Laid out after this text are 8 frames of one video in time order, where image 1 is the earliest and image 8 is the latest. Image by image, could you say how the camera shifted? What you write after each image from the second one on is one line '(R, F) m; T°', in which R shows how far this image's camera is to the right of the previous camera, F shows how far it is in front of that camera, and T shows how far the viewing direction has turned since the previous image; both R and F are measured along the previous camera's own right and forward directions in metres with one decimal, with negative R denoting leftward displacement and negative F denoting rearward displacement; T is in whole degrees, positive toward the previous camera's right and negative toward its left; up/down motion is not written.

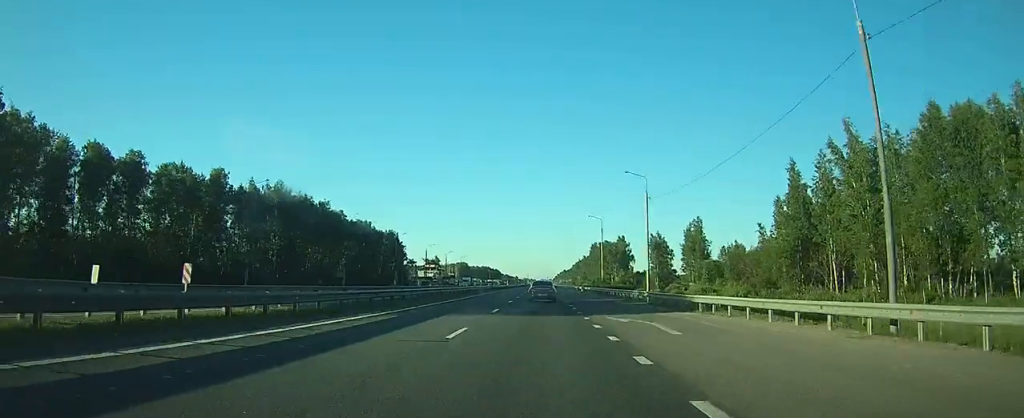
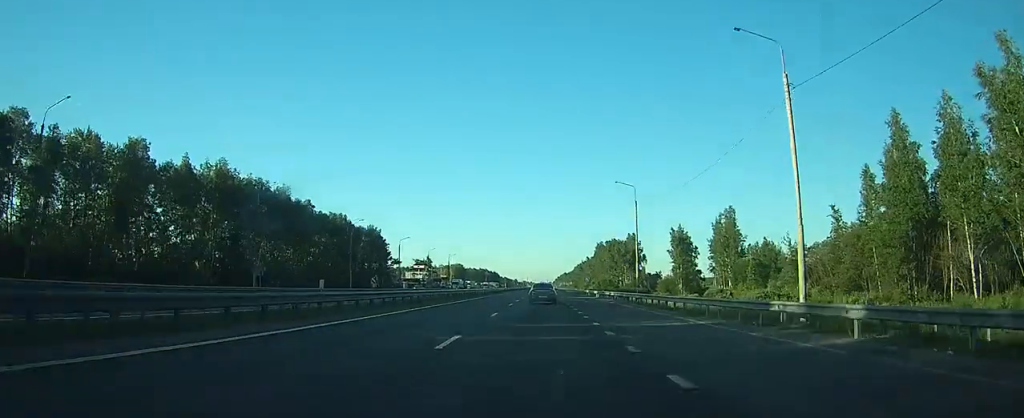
(+0.1, +26.3) m; +1°
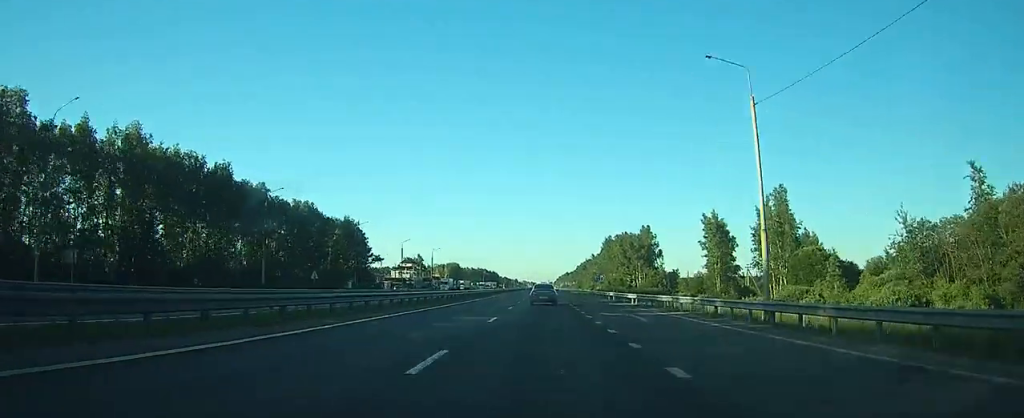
(+0.1, +27.2) m; 0°
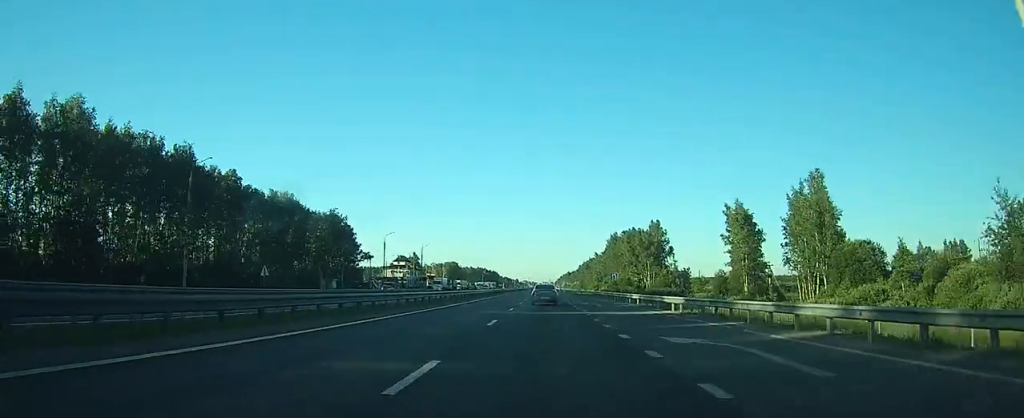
(0.0, +13.6) m; 0°
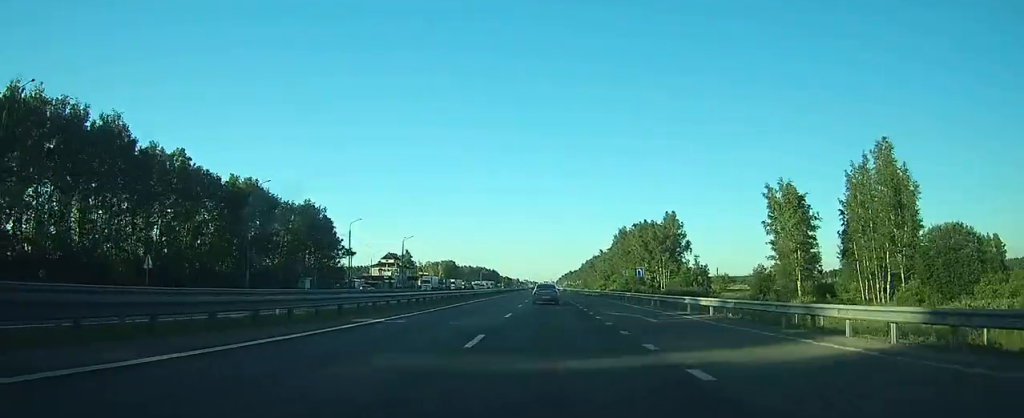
(0.0, +18.7) m; 0°
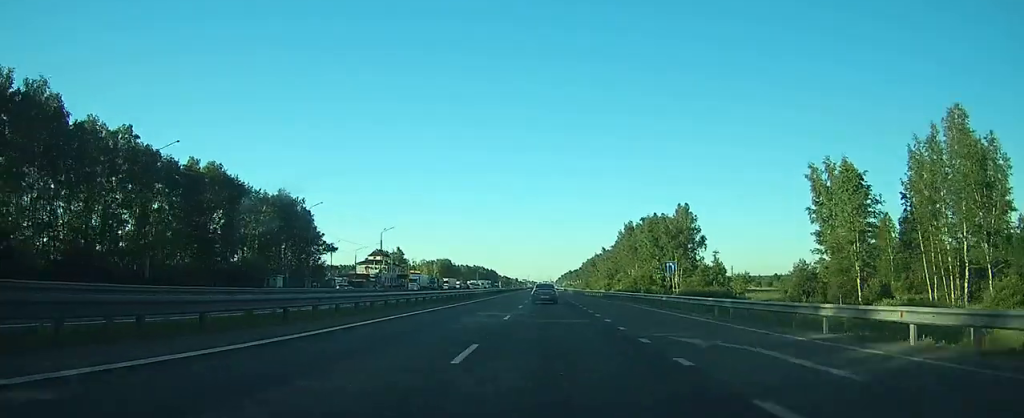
(-0.1, +14.5) m; 0°
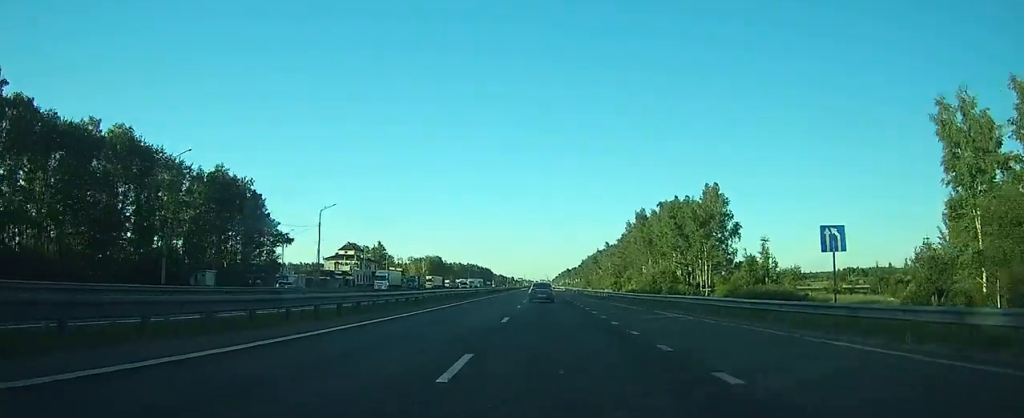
(0.0, +26.0) m; 0°
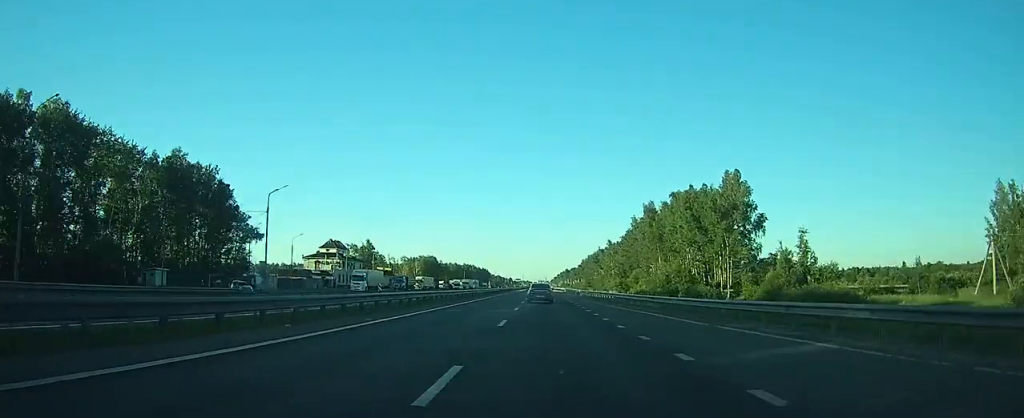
(0.0, +13.4) m; 0°
